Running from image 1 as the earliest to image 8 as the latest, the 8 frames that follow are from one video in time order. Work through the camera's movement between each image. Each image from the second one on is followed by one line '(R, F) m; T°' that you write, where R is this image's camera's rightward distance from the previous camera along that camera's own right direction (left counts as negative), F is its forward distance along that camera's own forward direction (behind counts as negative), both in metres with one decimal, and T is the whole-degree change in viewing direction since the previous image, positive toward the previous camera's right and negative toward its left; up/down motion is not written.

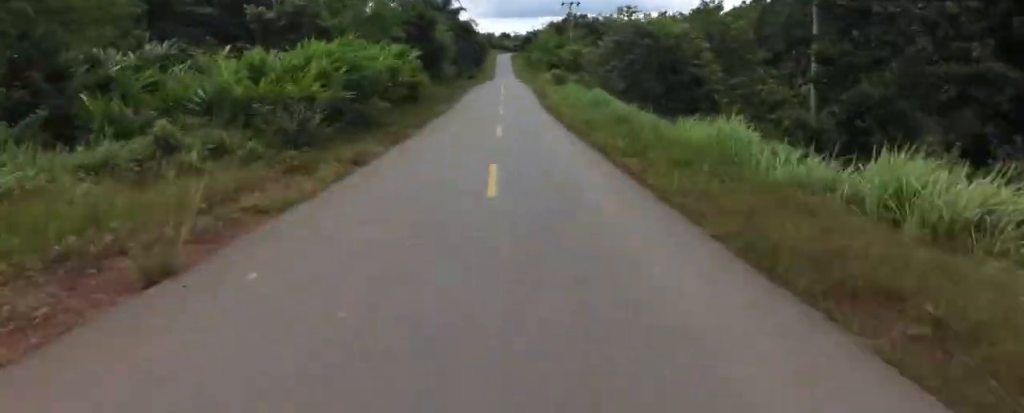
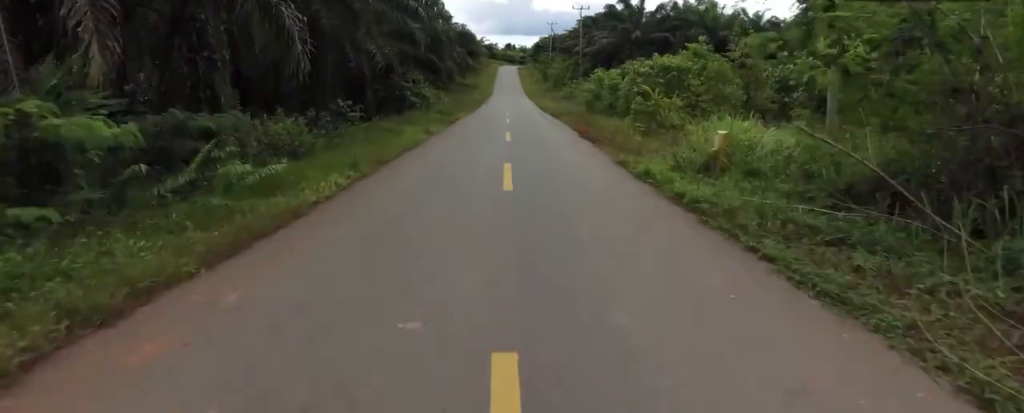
(-0.3, +60.9) m; 0°
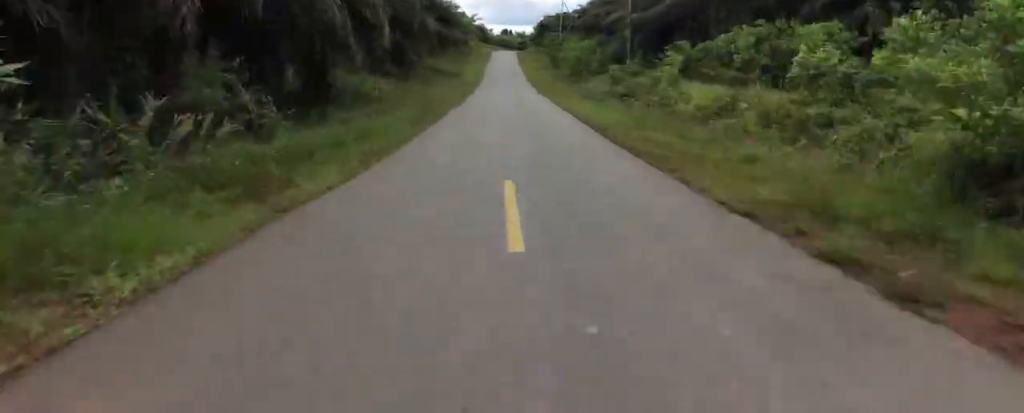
(0.0, +30.2) m; 0°
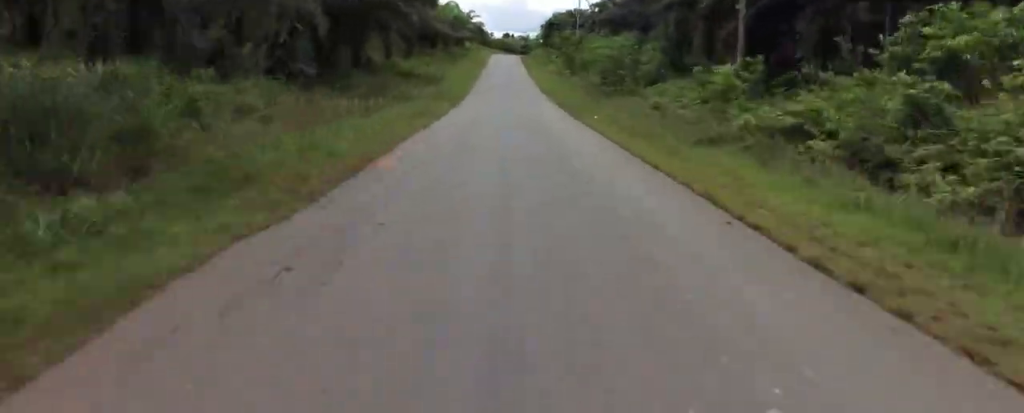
(0.0, +19.8) m; +1°
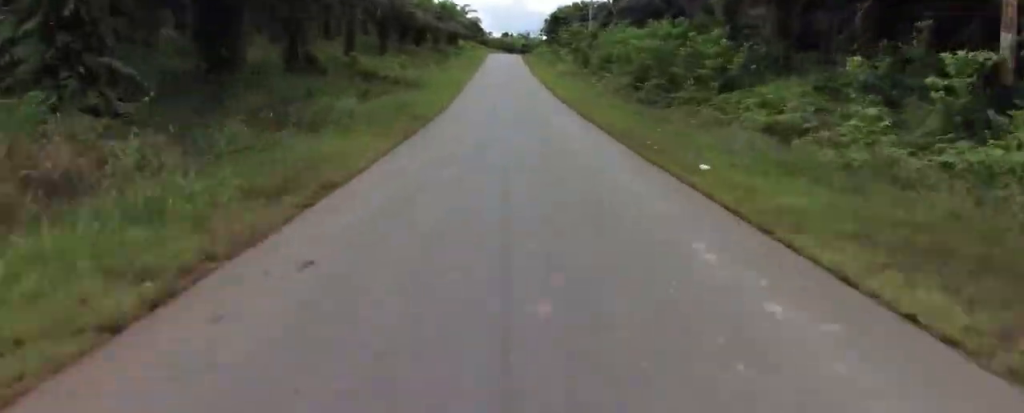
(-0.1, +13.1) m; +1°
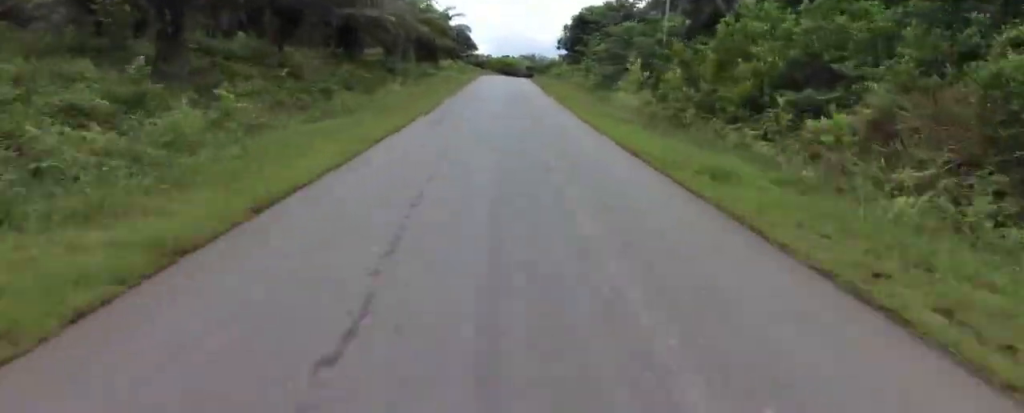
(+0.8, +30.1) m; +1°
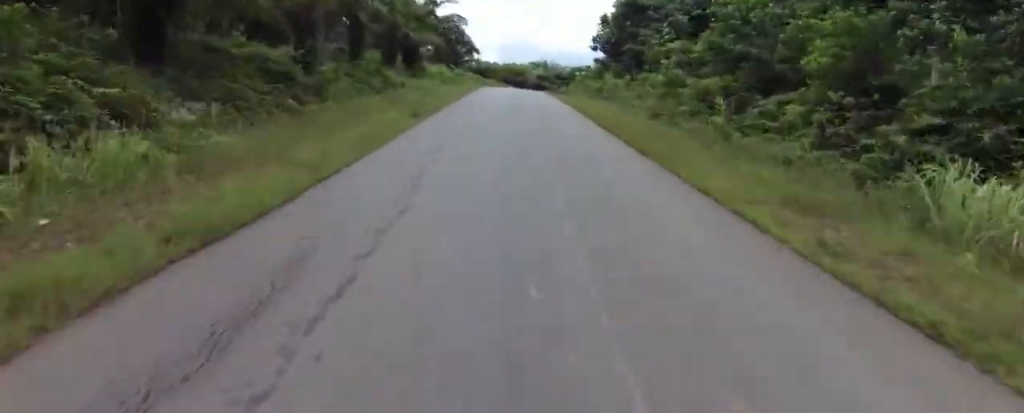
(+0.1, +21.0) m; -1°
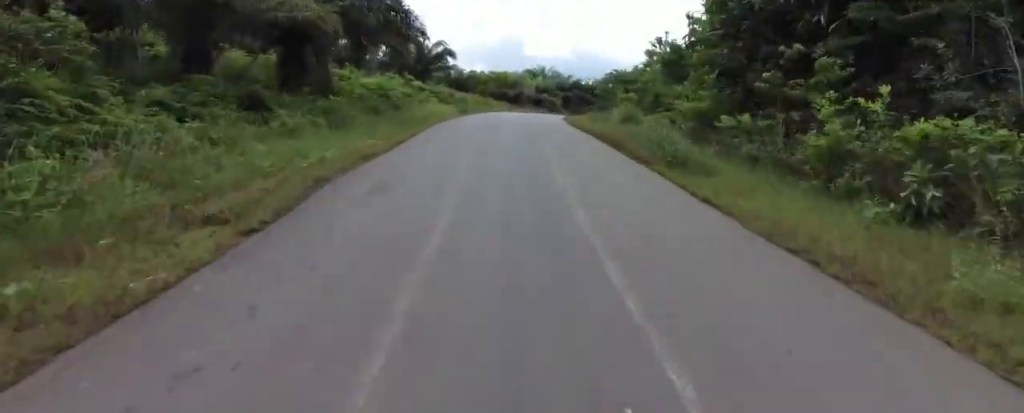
(-0.7, +25.7) m; -2°
